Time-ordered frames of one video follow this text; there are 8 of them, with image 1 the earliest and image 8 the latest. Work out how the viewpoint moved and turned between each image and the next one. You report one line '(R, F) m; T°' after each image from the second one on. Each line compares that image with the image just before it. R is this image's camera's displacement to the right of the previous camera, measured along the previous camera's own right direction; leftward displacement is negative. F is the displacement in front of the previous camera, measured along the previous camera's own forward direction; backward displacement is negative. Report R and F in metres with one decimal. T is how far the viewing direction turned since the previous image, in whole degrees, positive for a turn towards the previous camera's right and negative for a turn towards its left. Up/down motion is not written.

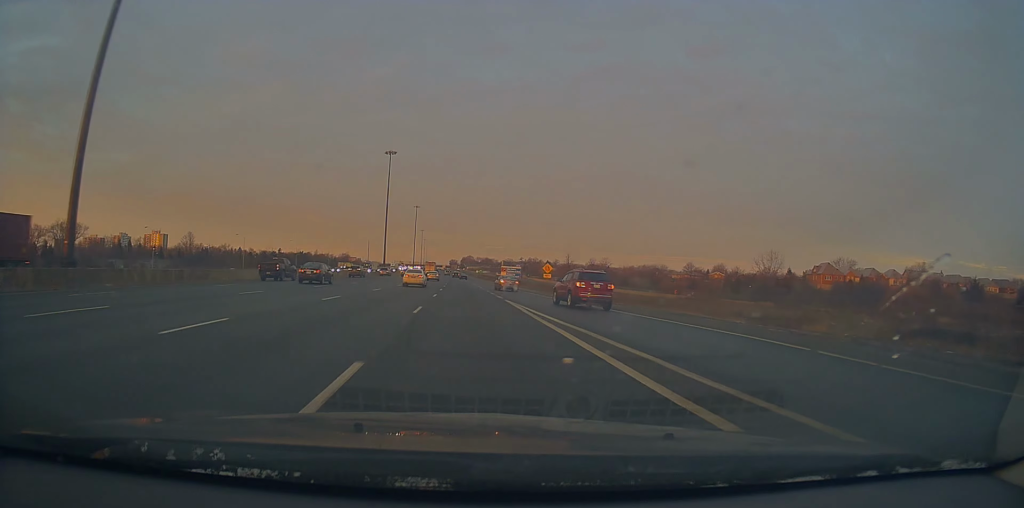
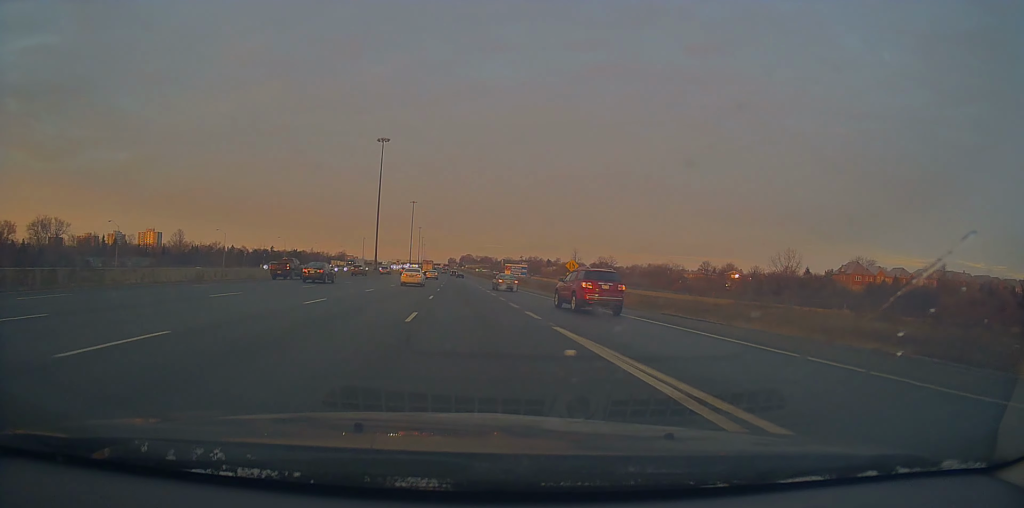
(-0.1, +15.0) m; -1°
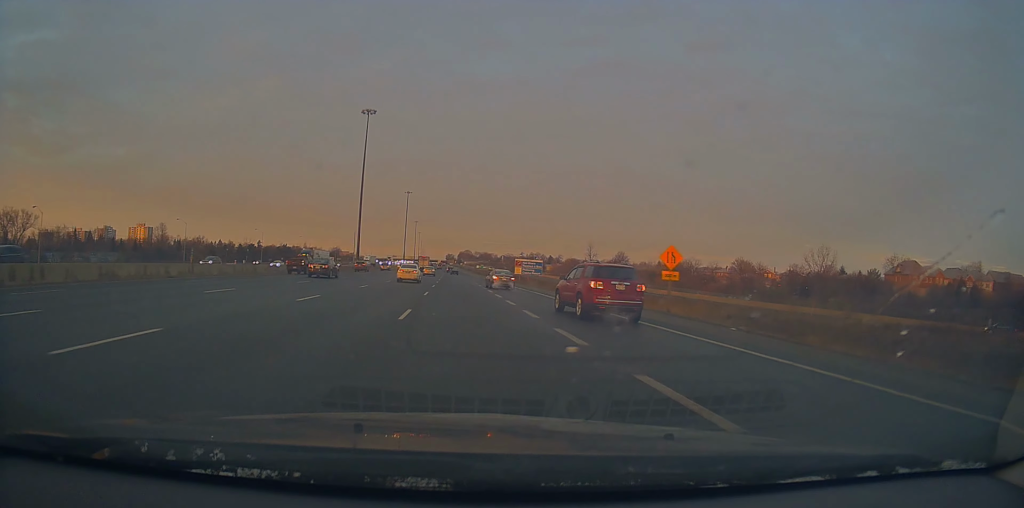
(-0.7, +25.2) m; -1°
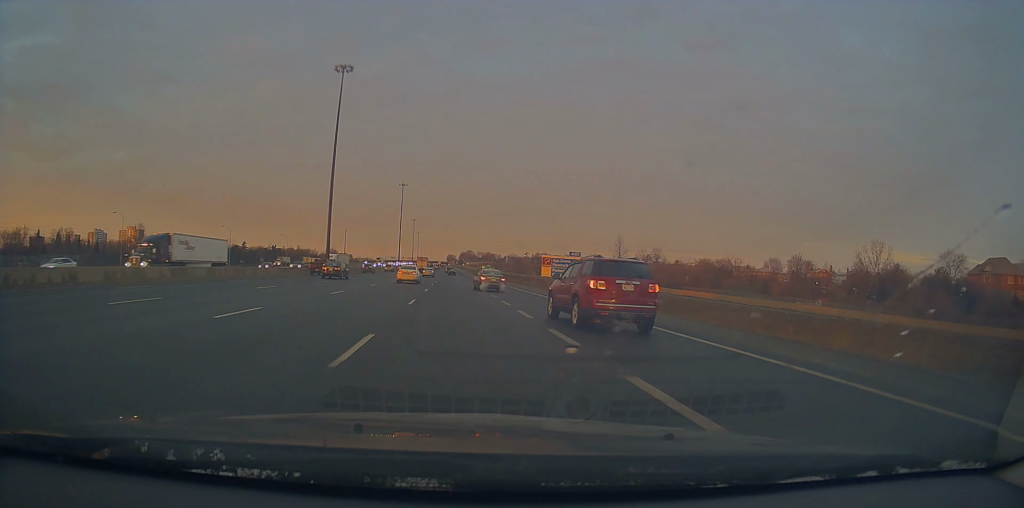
(+0.3, +31.6) m; +1°
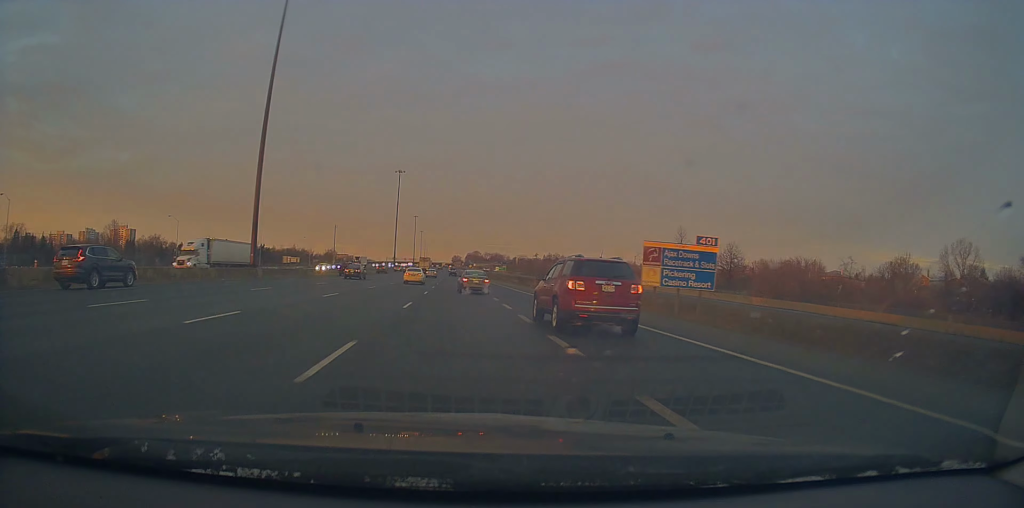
(+0.2, +38.9) m; 0°
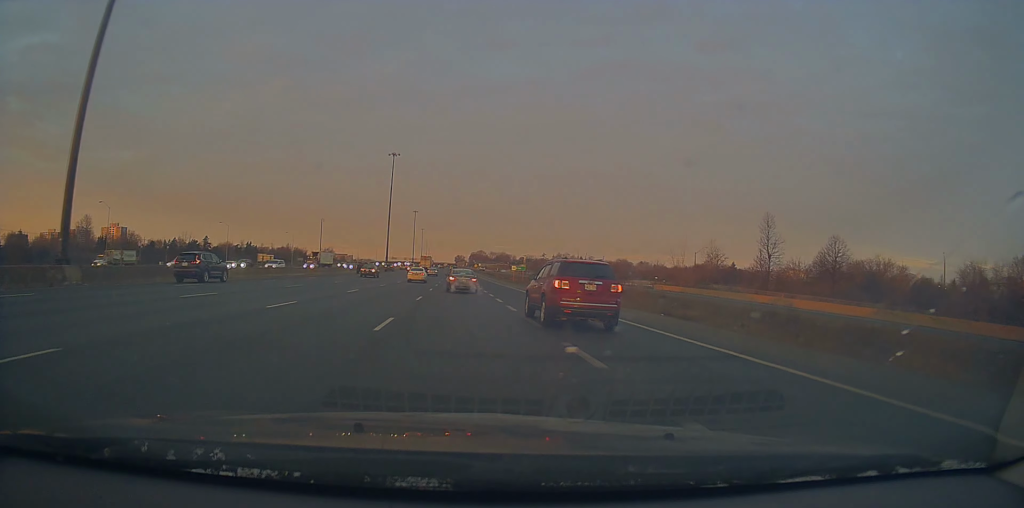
(-0.4, +31.8) m; 0°
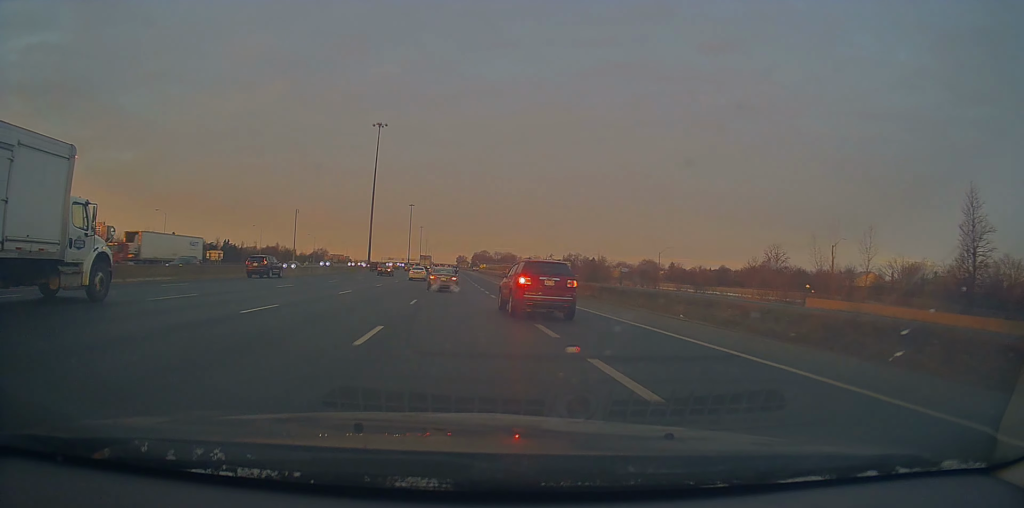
(+0.1, +38.2) m; -1°
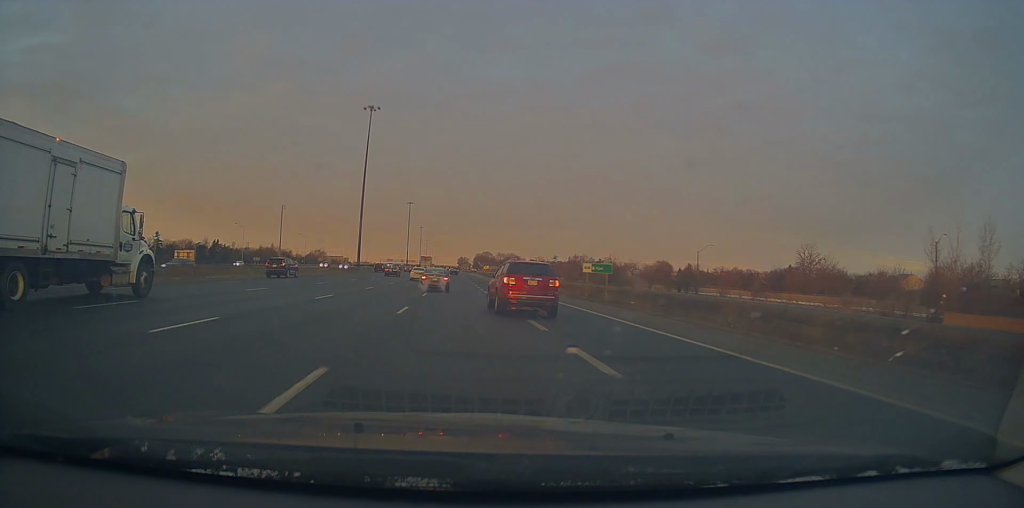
(-0.1, +16.5) m; 0°
